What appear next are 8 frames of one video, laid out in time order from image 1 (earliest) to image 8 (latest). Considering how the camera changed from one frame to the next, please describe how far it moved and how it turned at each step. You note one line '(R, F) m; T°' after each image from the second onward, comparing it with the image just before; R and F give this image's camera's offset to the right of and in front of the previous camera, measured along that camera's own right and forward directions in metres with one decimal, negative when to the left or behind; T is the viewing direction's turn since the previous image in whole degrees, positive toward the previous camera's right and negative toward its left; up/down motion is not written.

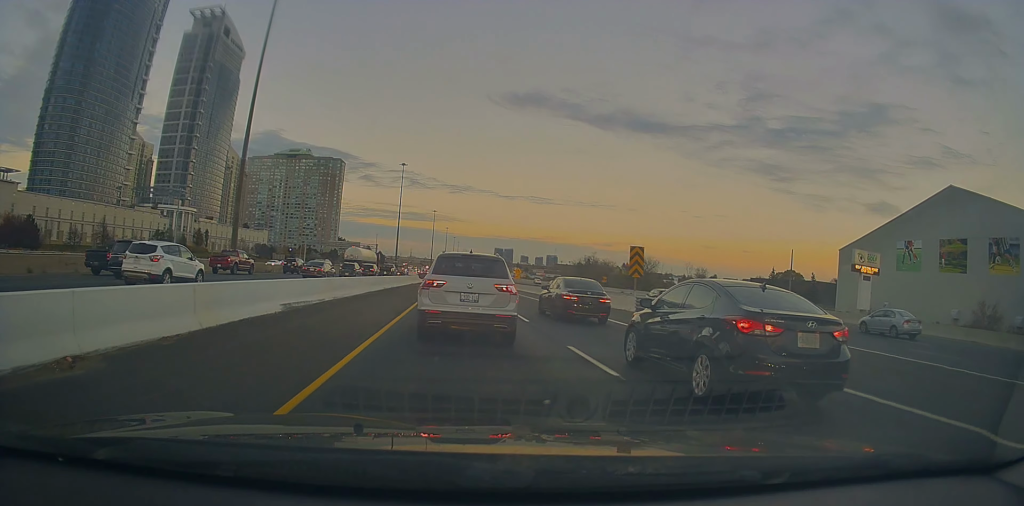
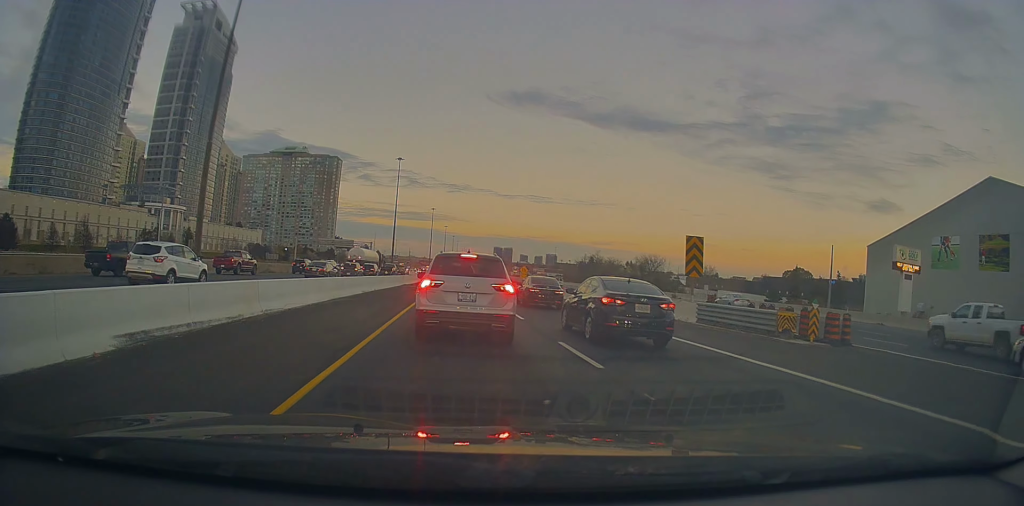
(+0.1, +8.5) m; +4°
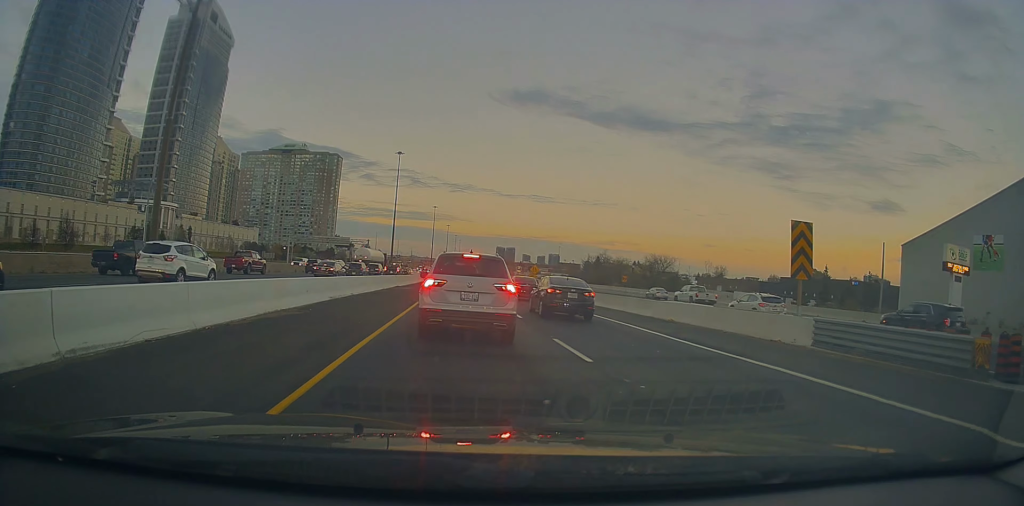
(0.0, +8.4) m; -4°
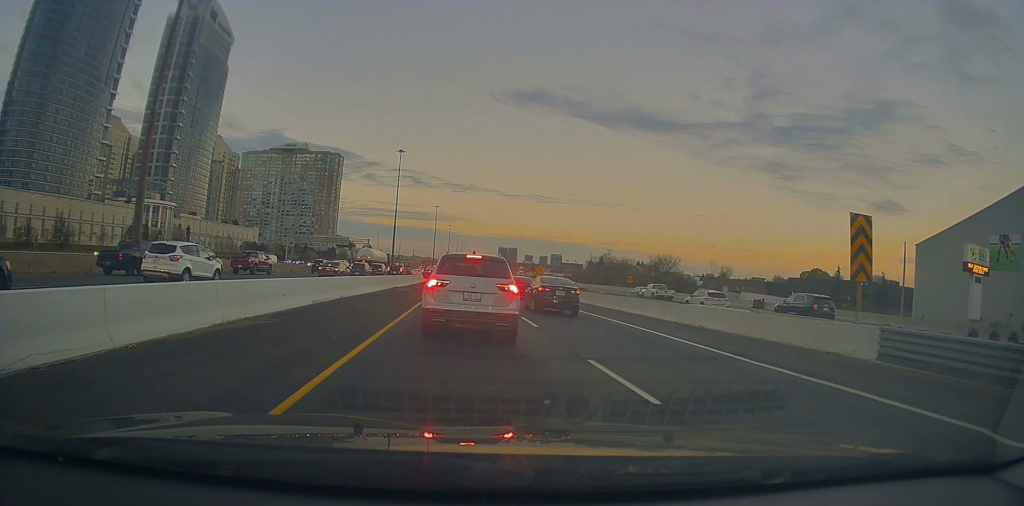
(-0.1, +3.0) m; -2°
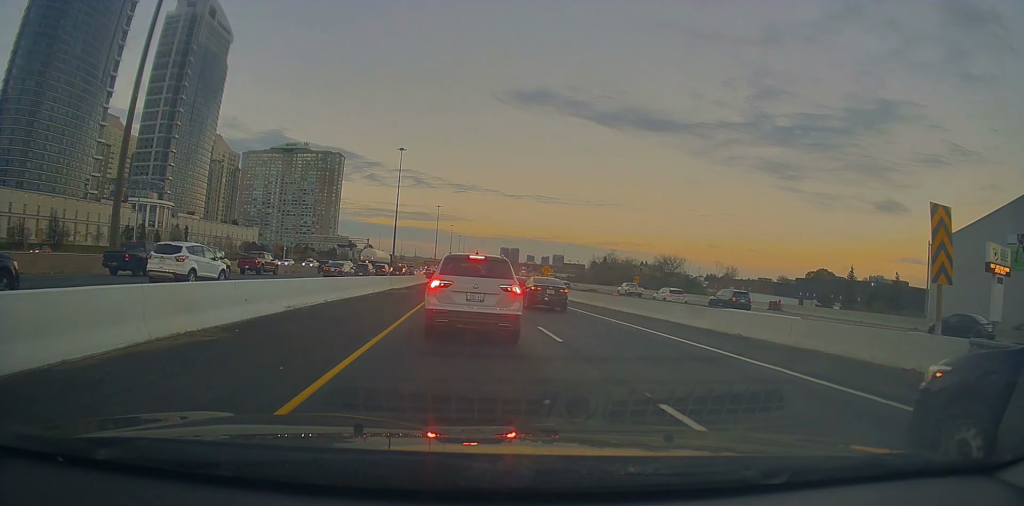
(0.0, +3.2) m; +3°
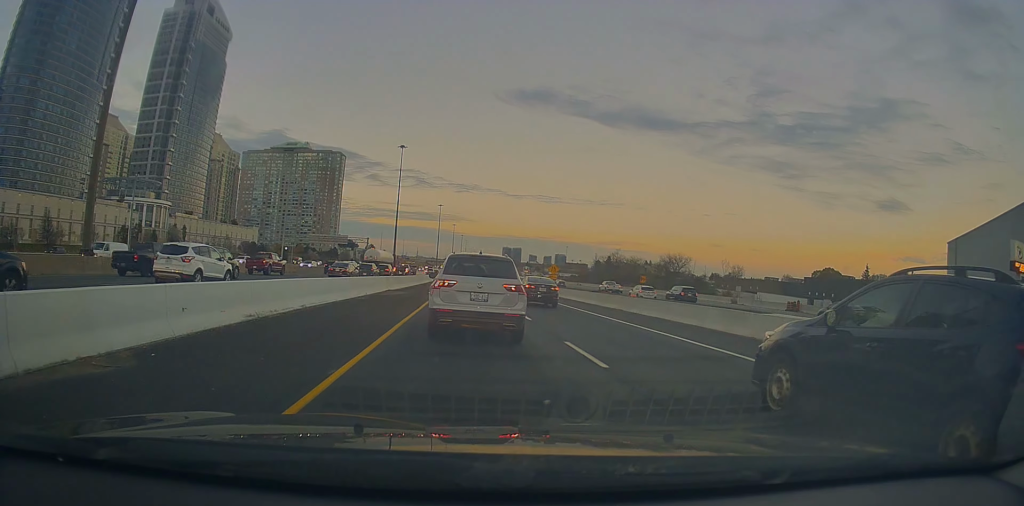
(0.0, +3.4) m; +2°
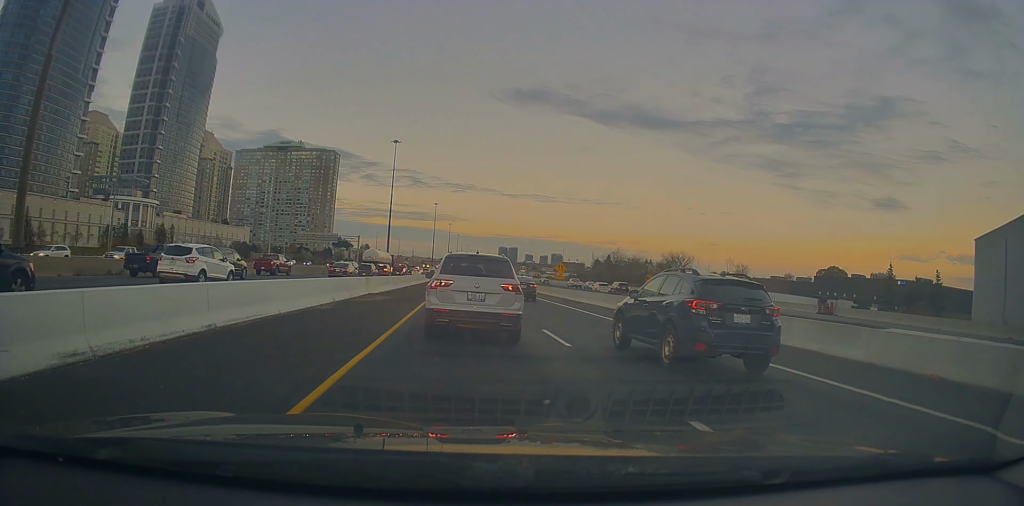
(+0.3, +6.5) m; 0°
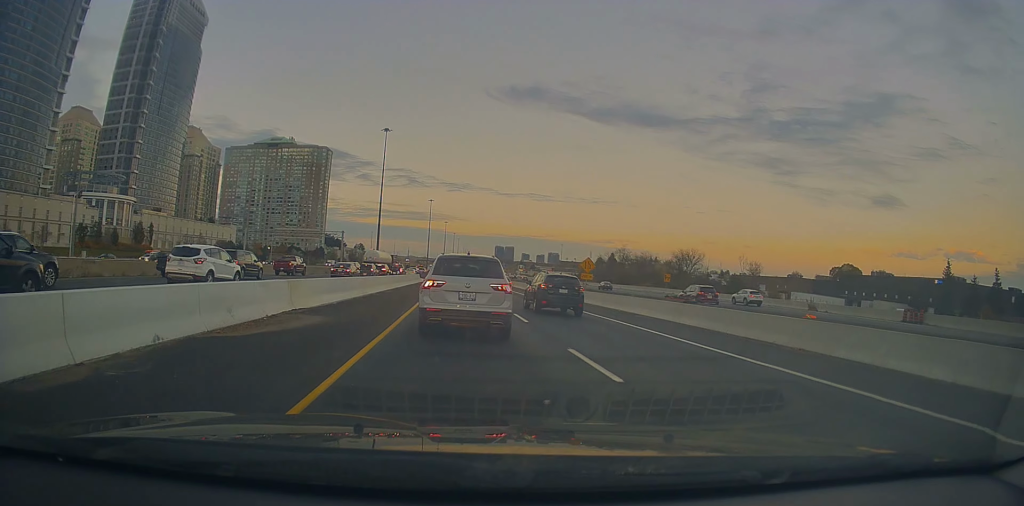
(+0.5, +13.0) m; +2°
